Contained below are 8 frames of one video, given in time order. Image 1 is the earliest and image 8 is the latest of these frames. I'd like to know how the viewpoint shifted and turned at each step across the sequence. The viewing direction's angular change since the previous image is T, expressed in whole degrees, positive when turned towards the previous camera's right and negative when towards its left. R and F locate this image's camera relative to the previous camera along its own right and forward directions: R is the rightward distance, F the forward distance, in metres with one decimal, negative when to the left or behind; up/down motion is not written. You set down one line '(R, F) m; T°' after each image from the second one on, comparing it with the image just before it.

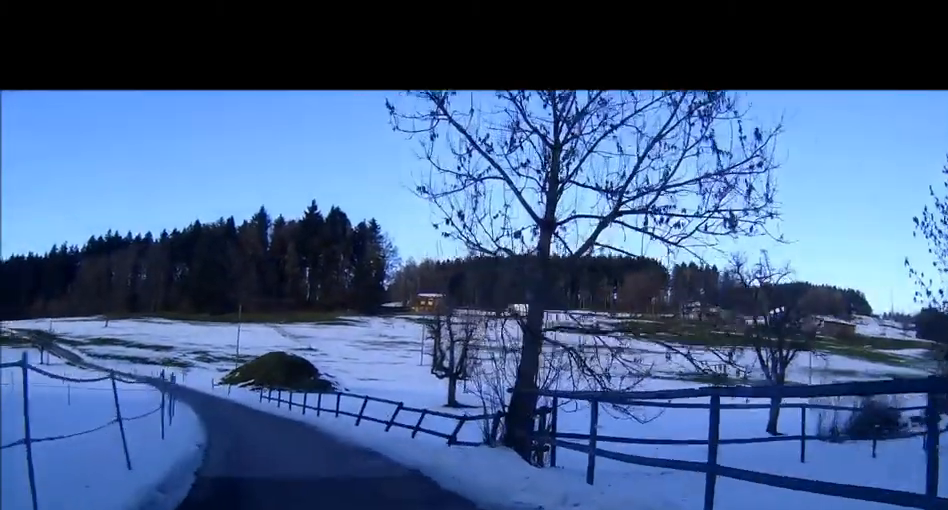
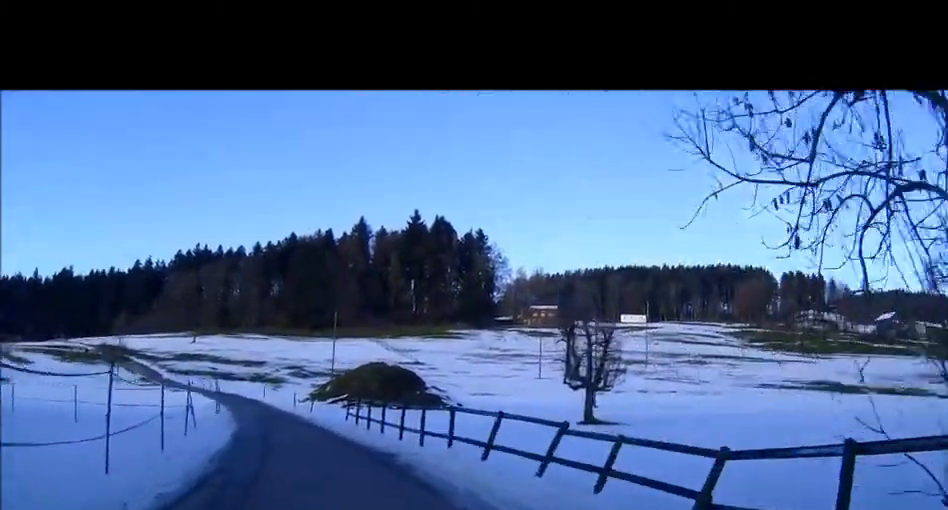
(-0.5, +9.5) m; -8°
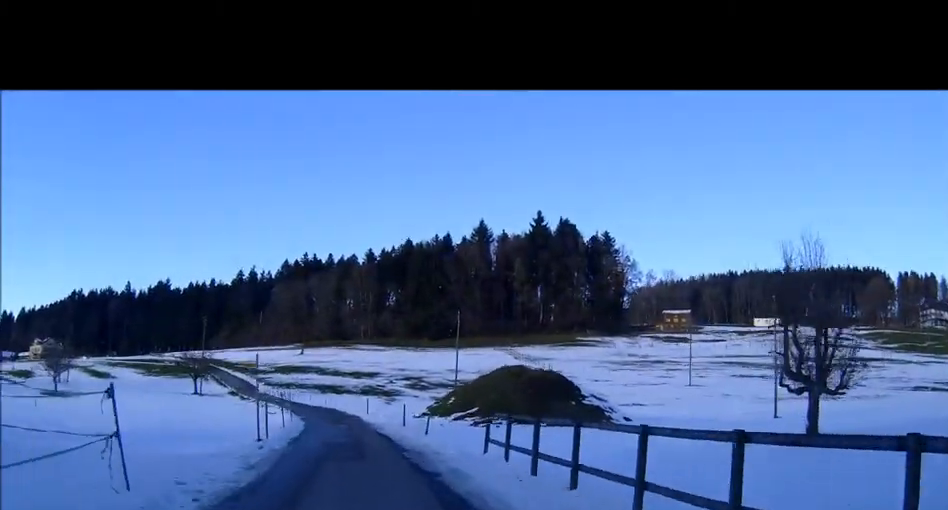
(-1.2, +13.2) m; -9°
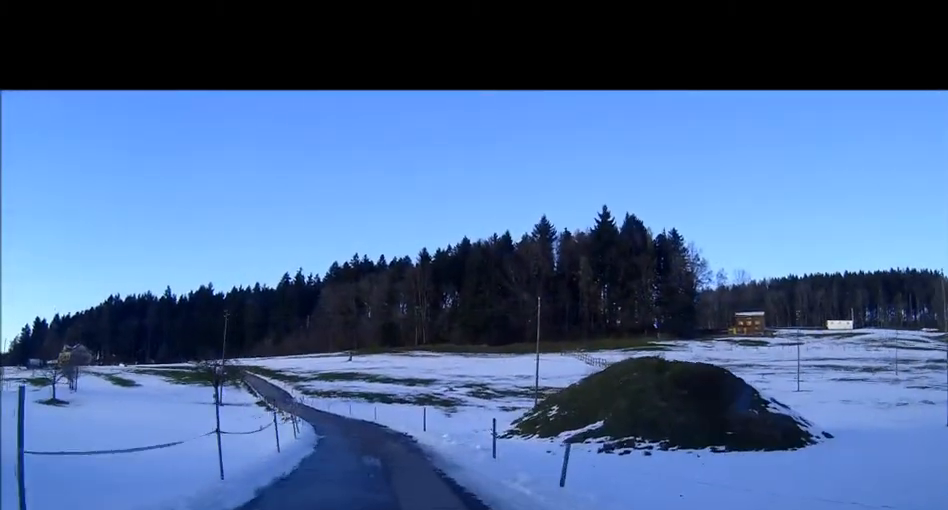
(-1.1, +15.5) m; -6°
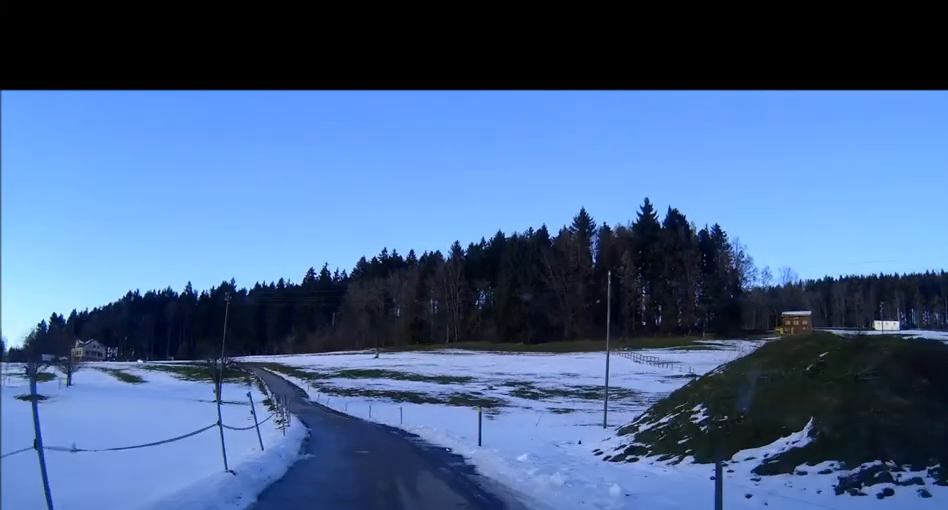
(-0.3, +12.1) m; -3°
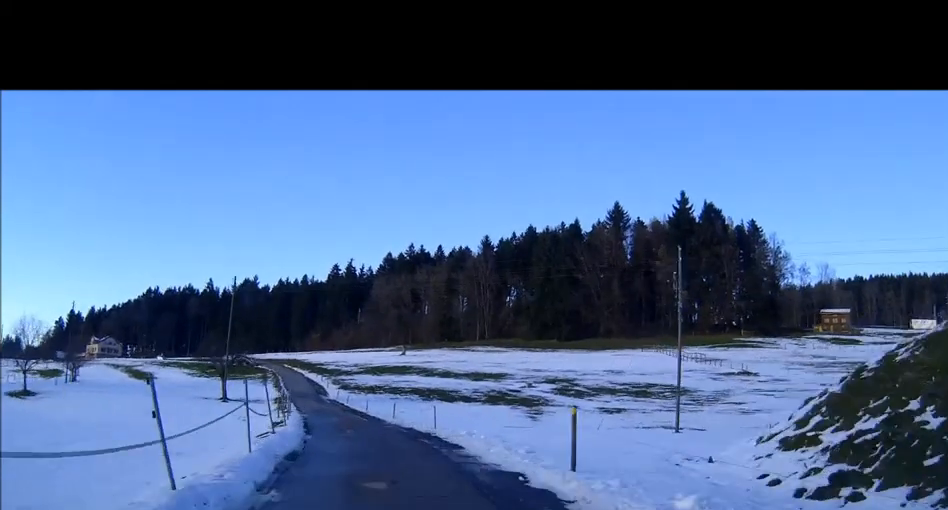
(0.0, +7.9) m; -2°
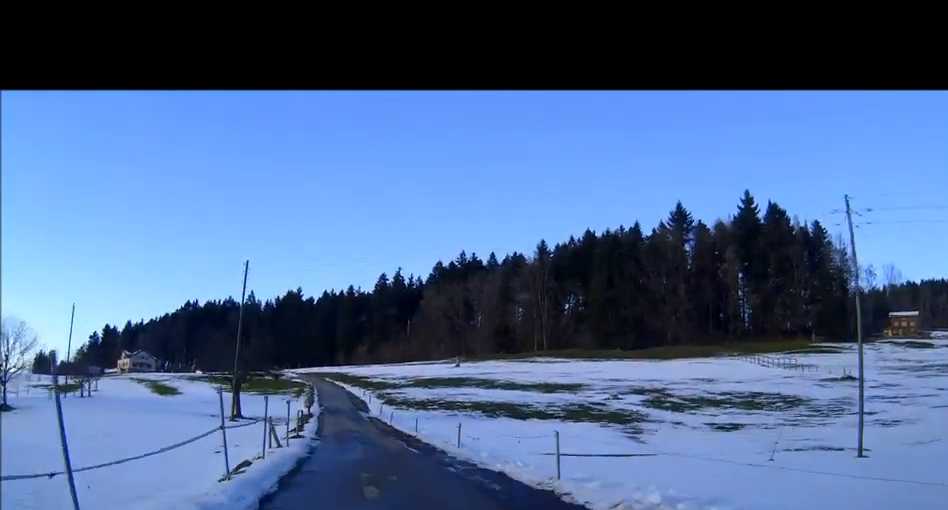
(-0.4, +12.9) m; -4°
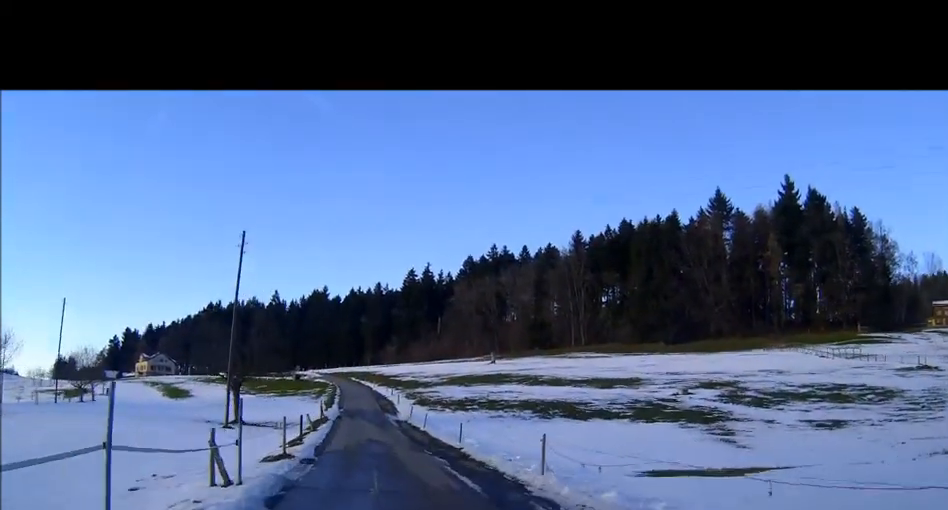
(-0.3, +9.1) m; -2°
